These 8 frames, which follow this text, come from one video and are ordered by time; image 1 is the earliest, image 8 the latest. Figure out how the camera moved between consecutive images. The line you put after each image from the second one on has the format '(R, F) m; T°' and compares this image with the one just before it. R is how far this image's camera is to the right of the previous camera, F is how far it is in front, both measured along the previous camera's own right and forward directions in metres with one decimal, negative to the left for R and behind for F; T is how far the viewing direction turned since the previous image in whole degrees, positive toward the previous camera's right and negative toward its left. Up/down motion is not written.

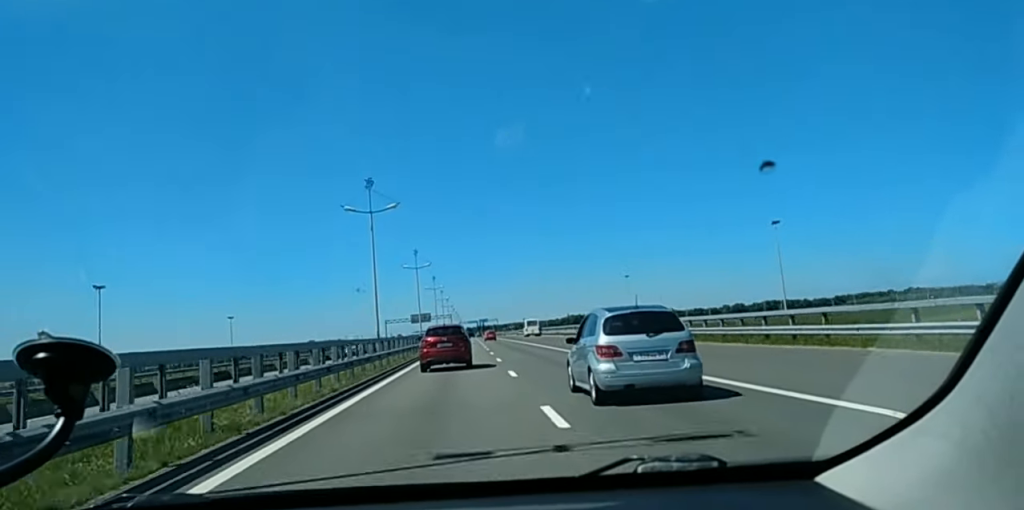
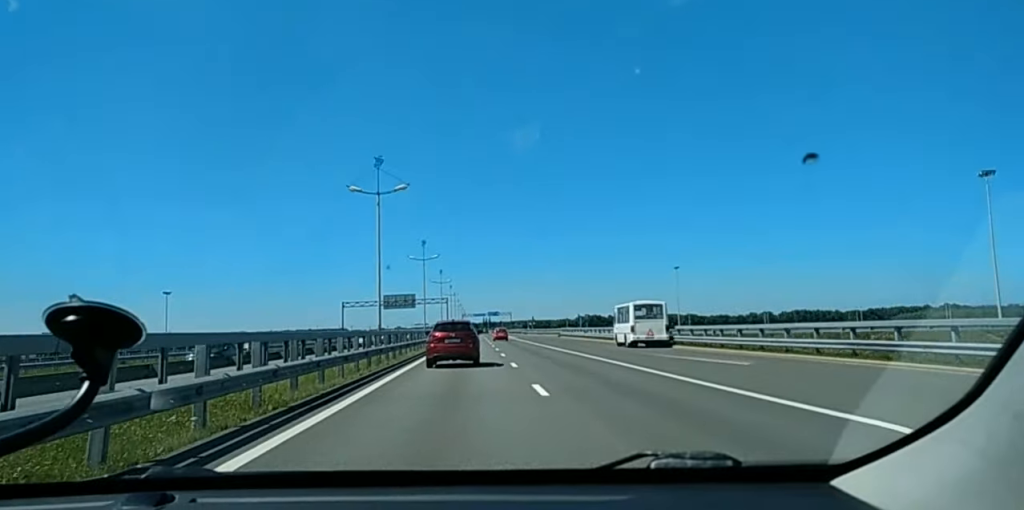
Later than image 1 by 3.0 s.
(+0.2, +89.1) m; 0°
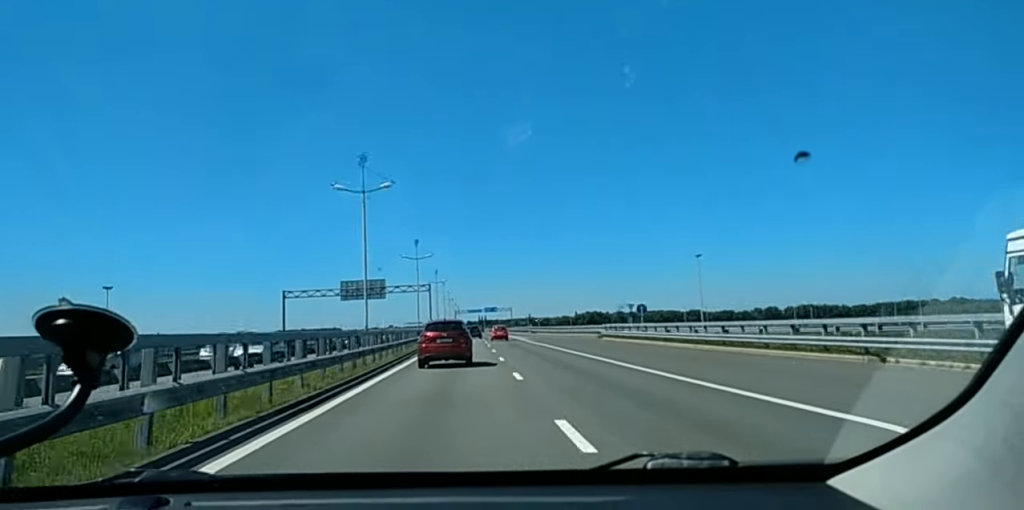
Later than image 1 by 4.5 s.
(0.0, +46.3) m; -1°
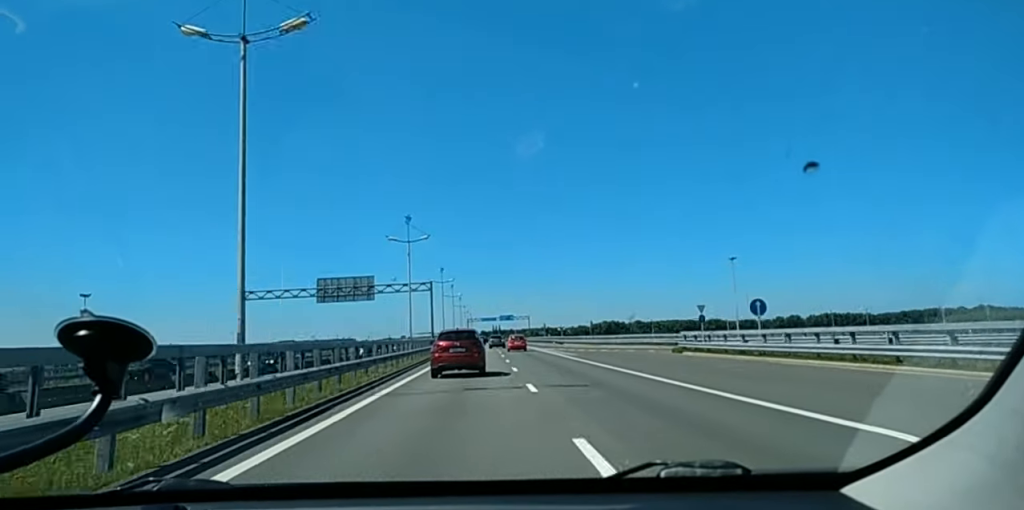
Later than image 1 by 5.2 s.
(-0.3, +24.2) m; 0°
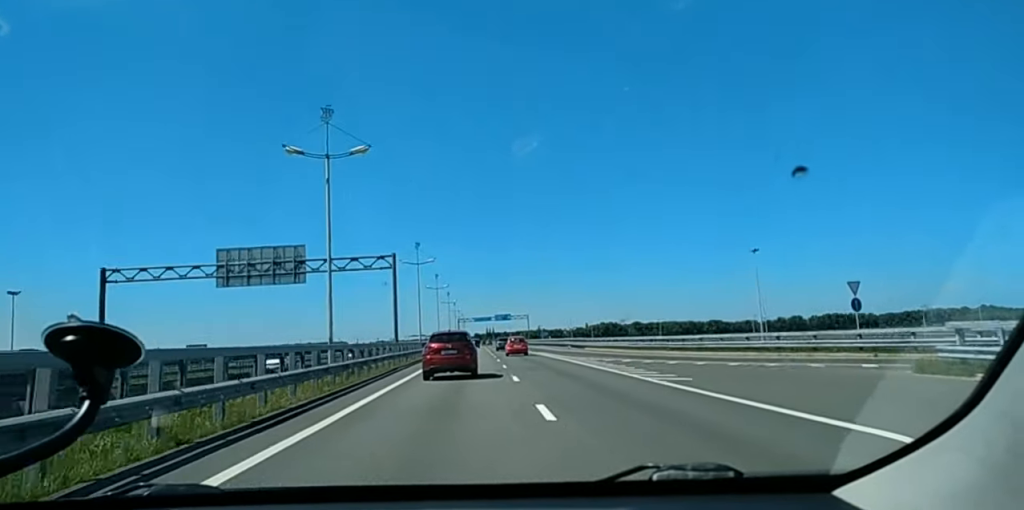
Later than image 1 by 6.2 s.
(+0.2, +29.5) m; 0°
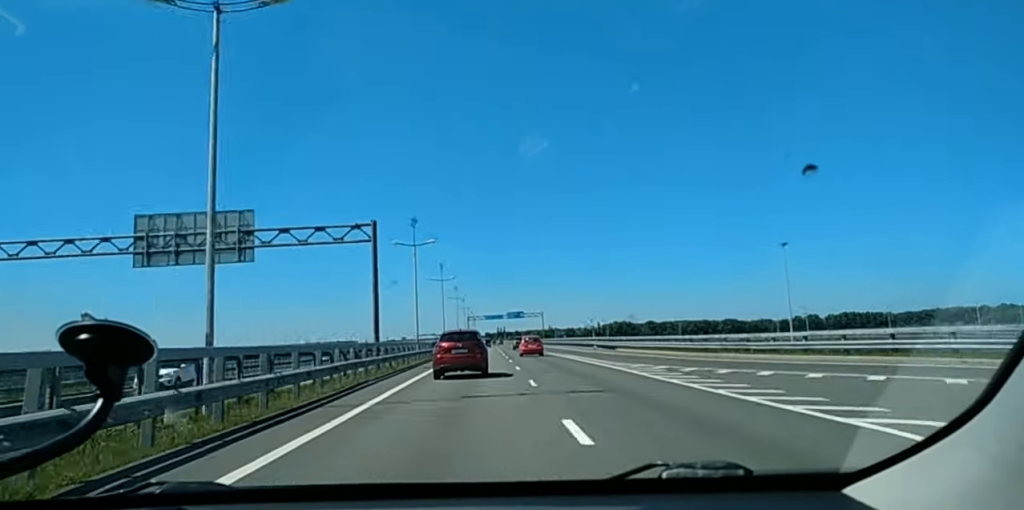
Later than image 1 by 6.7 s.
(0.0, +14.7) m; 0°
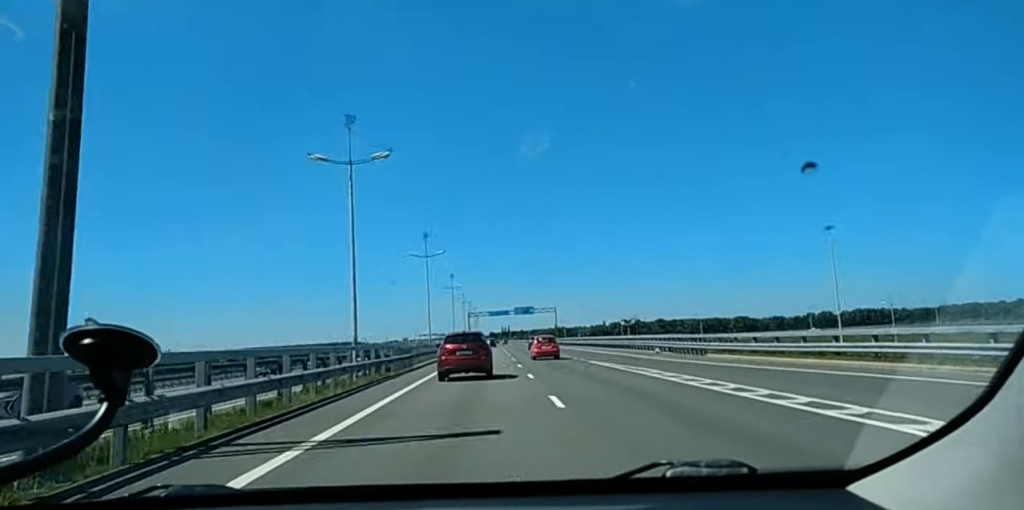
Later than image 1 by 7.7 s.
(0.0, +29.5) m; 0°
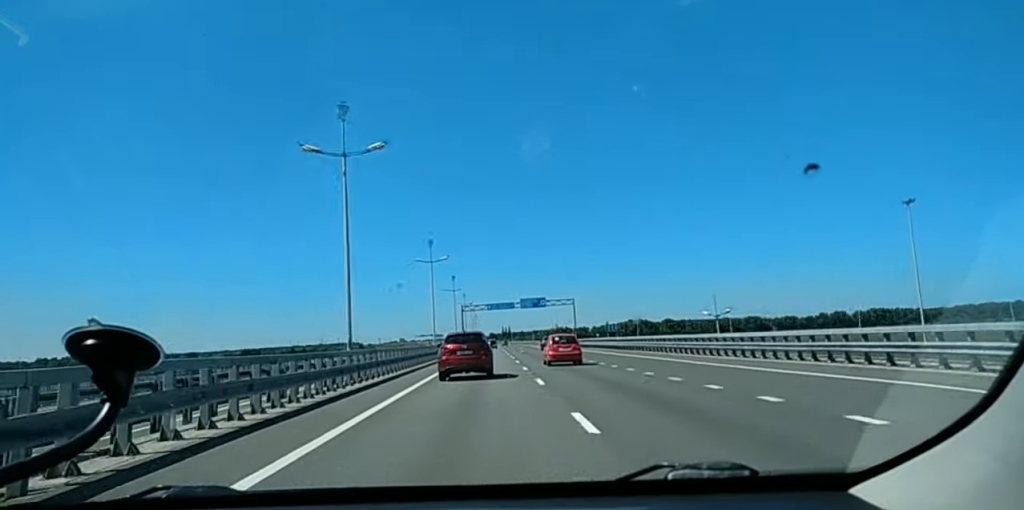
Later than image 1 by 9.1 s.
(+0.1, +39.3) m; +1°
